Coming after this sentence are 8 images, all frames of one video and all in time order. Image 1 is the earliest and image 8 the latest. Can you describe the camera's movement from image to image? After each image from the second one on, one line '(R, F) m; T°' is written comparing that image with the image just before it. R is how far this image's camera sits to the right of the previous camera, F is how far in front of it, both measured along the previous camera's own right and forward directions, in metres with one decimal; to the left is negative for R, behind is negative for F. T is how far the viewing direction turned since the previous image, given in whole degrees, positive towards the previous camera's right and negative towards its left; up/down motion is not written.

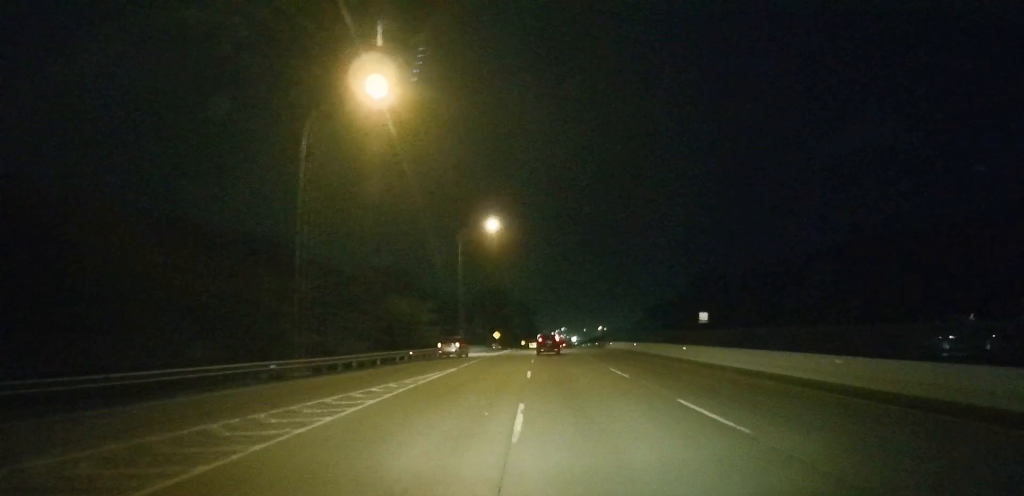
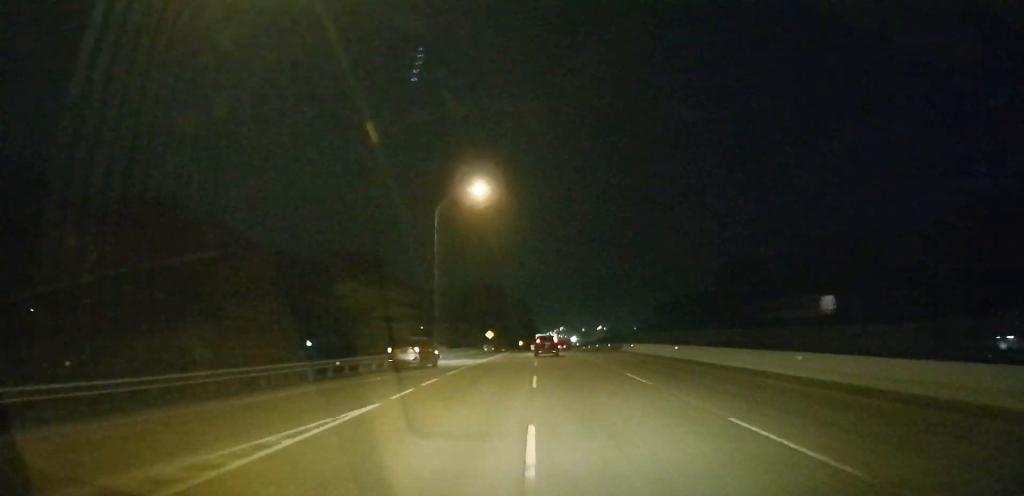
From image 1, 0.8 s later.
(0.0, +15.4) m; 0°
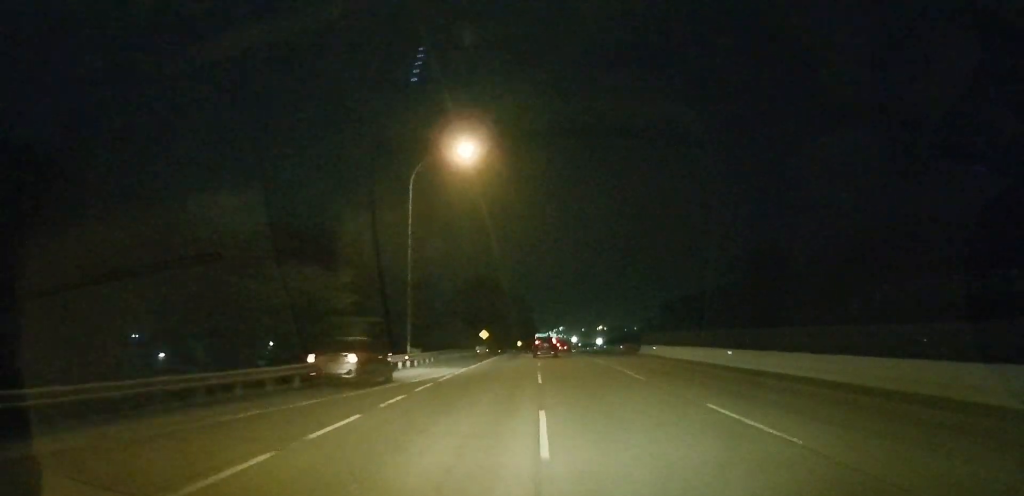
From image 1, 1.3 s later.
(0.0, +10.1) m; 0°
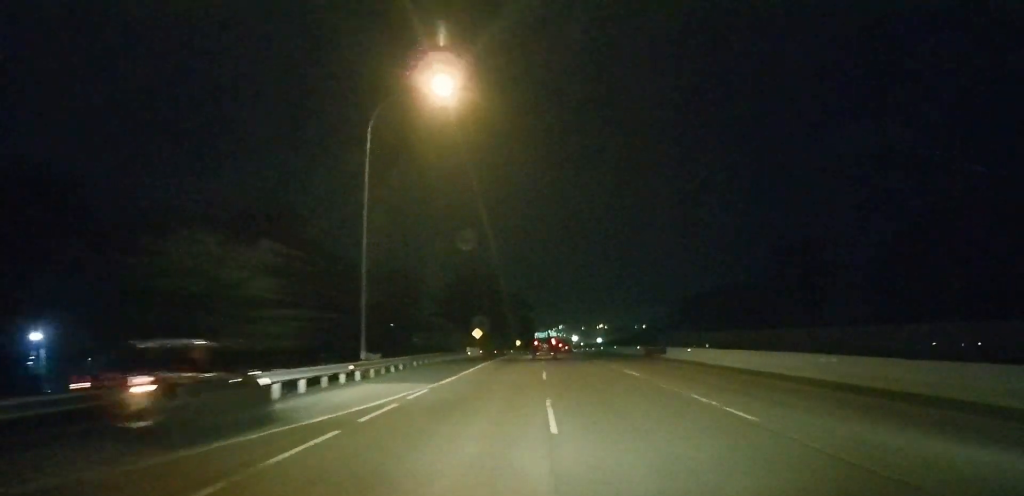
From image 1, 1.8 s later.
(0.0, +8.7) m; 0°
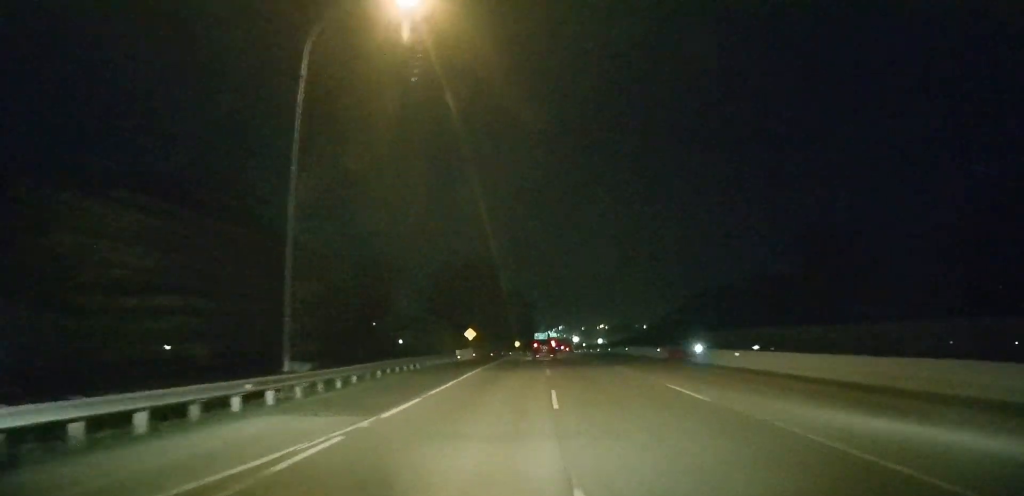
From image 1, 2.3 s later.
(0.0, +8.1) m; 0°
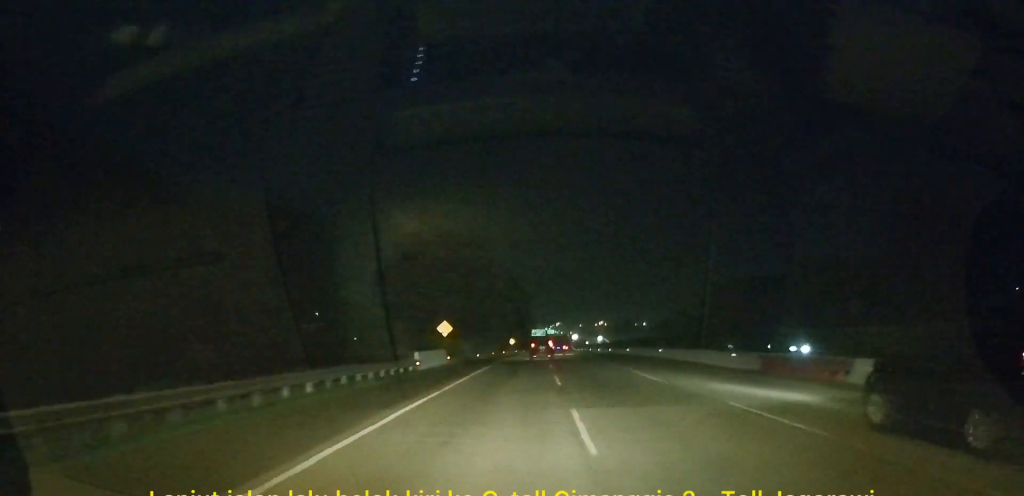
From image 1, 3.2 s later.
(0.0, +15.6) m; 0°
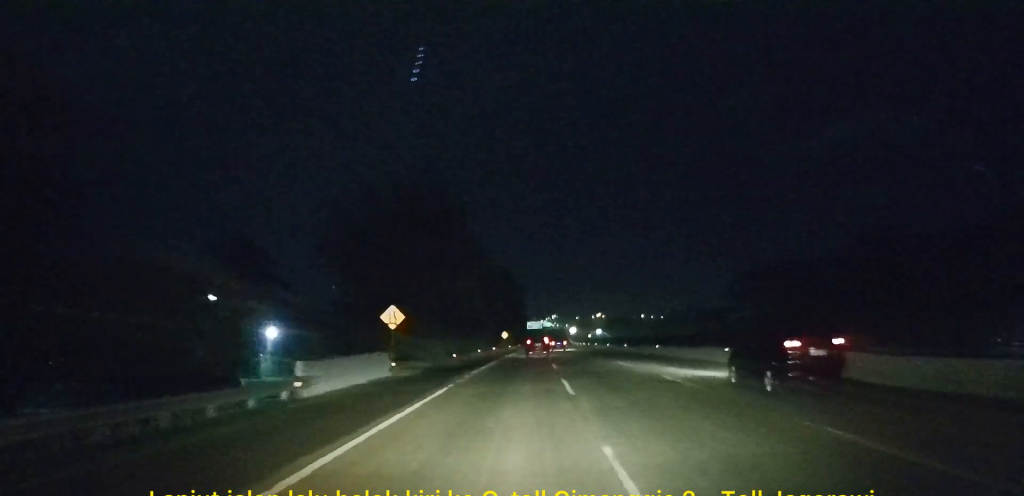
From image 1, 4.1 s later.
(0.0, +16.7) m; 0°
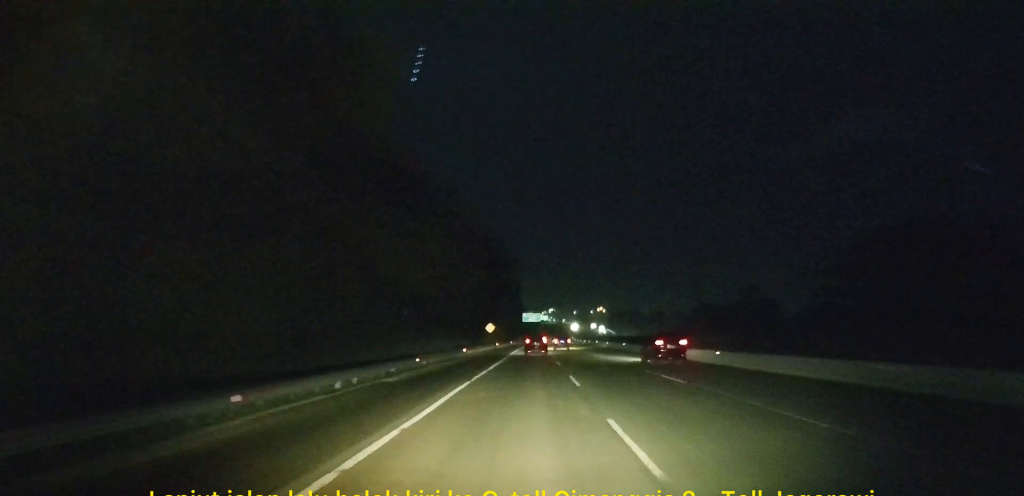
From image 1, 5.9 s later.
(+0.1, +36.1) m; 0°
